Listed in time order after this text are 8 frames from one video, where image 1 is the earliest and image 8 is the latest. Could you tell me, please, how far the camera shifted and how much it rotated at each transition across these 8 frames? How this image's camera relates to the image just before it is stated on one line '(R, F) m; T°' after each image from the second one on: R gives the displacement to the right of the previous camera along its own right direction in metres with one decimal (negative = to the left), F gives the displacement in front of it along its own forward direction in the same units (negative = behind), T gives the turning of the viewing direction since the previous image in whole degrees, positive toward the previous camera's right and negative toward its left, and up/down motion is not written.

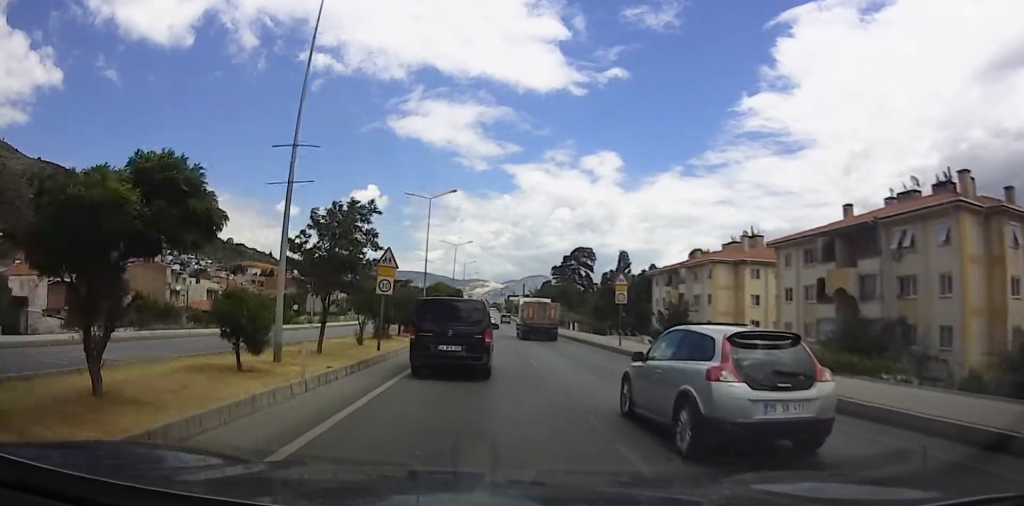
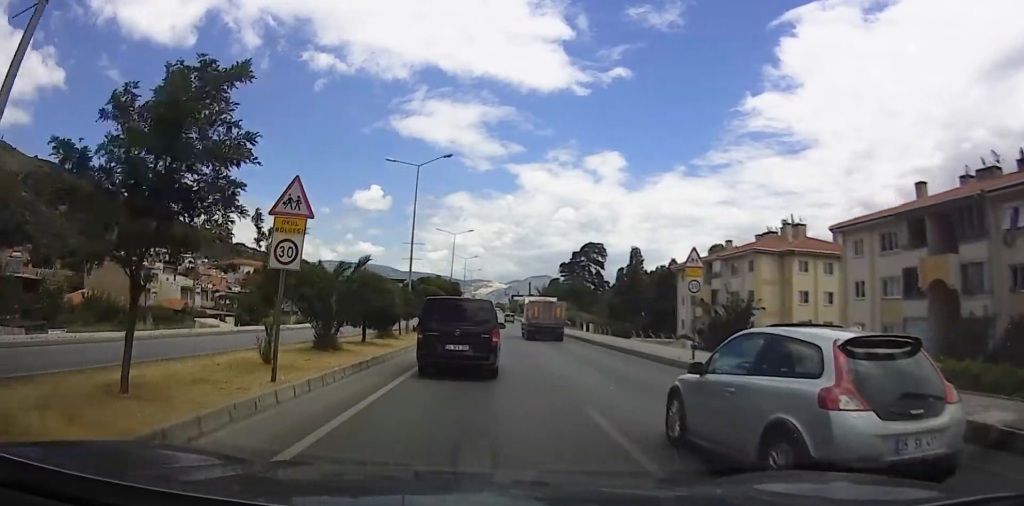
(+0.3, +10.2) m; +1°
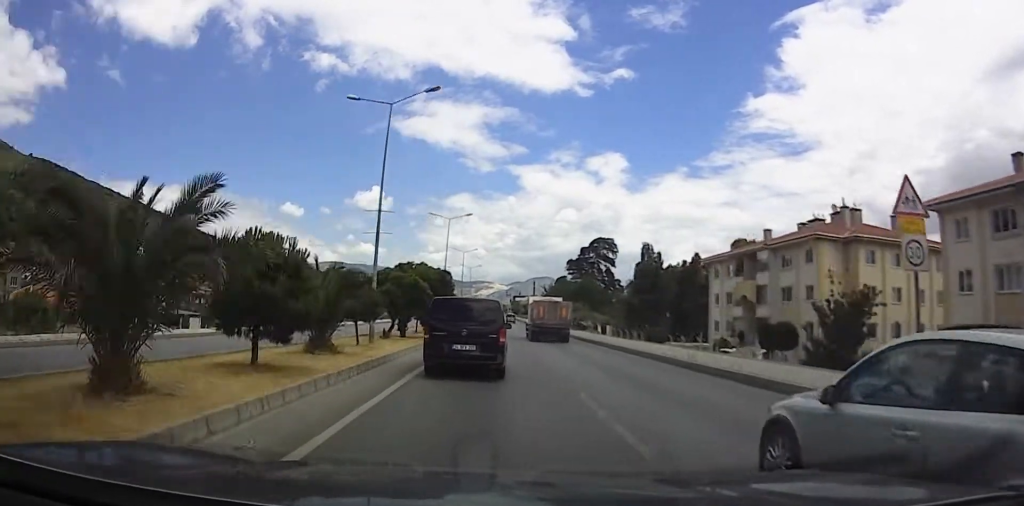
(-0.1, +11.6) m; -1°
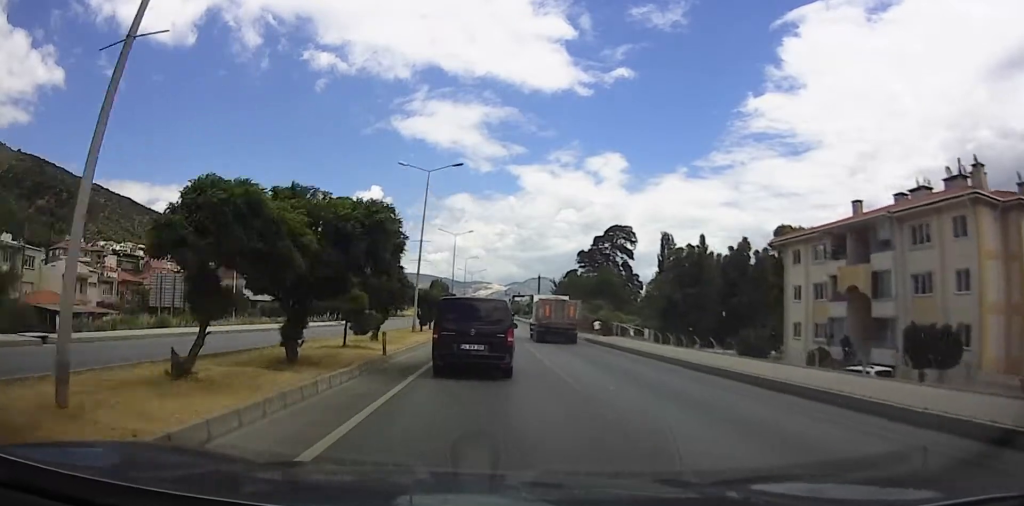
(-0.4, +20.4) m; -2°
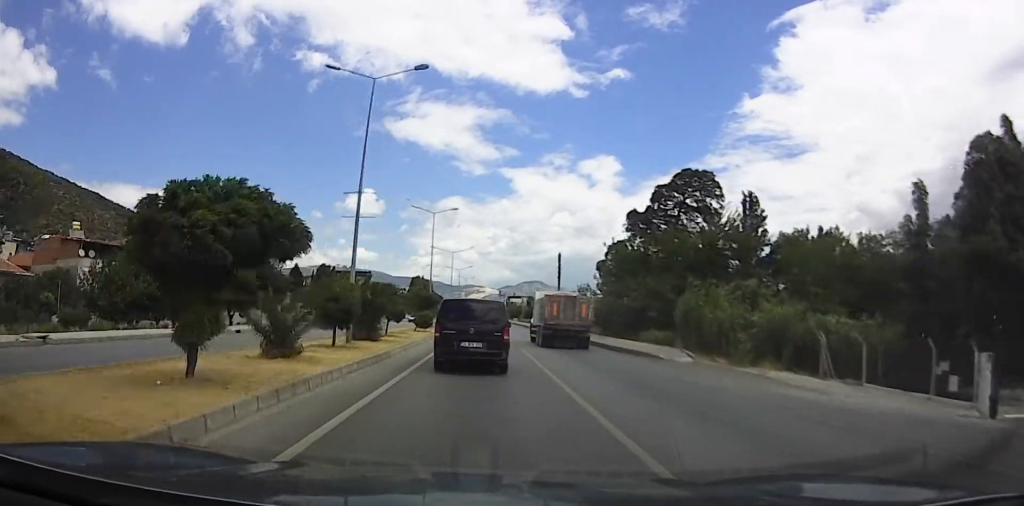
(-1.0, +51.2) m; -1°
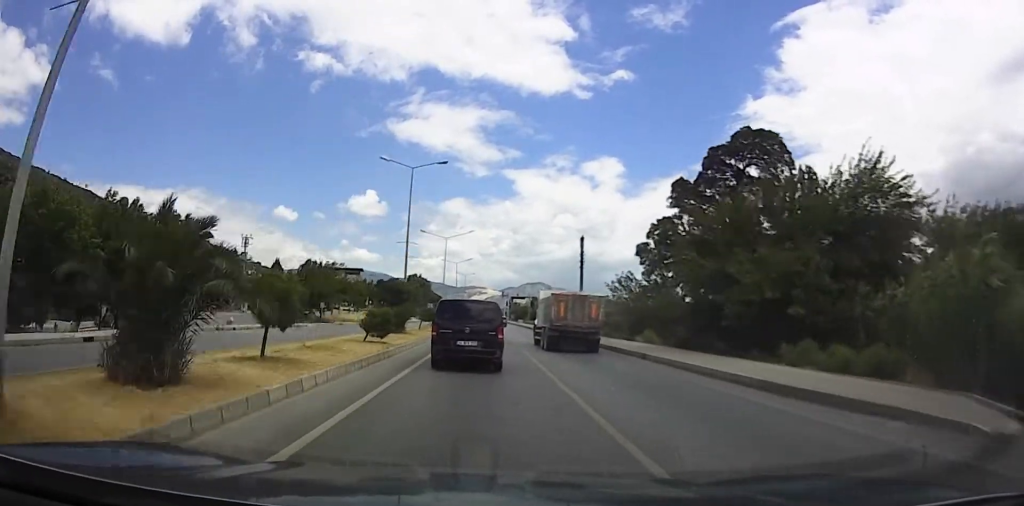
(+0.3, +17.1) m; +1°
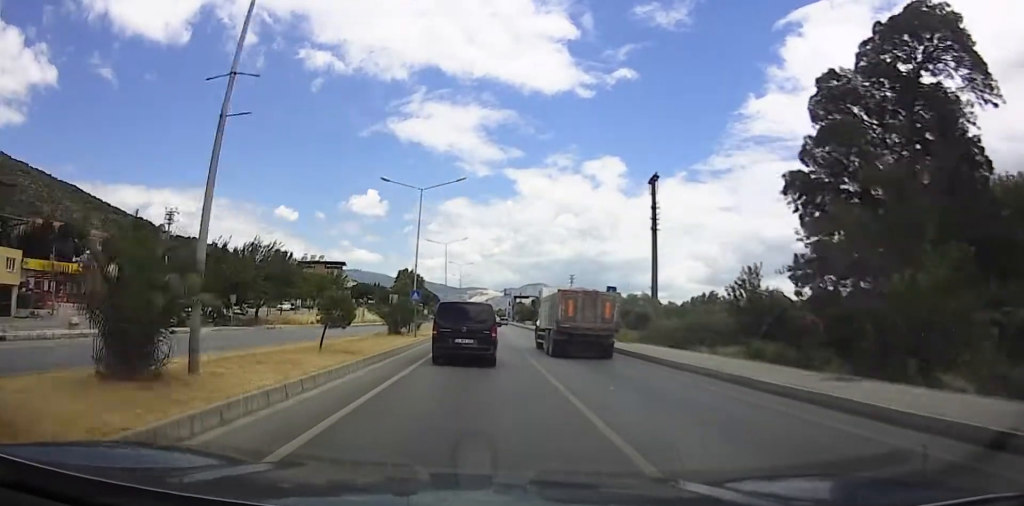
(+0.3, +26.3) m; +2°
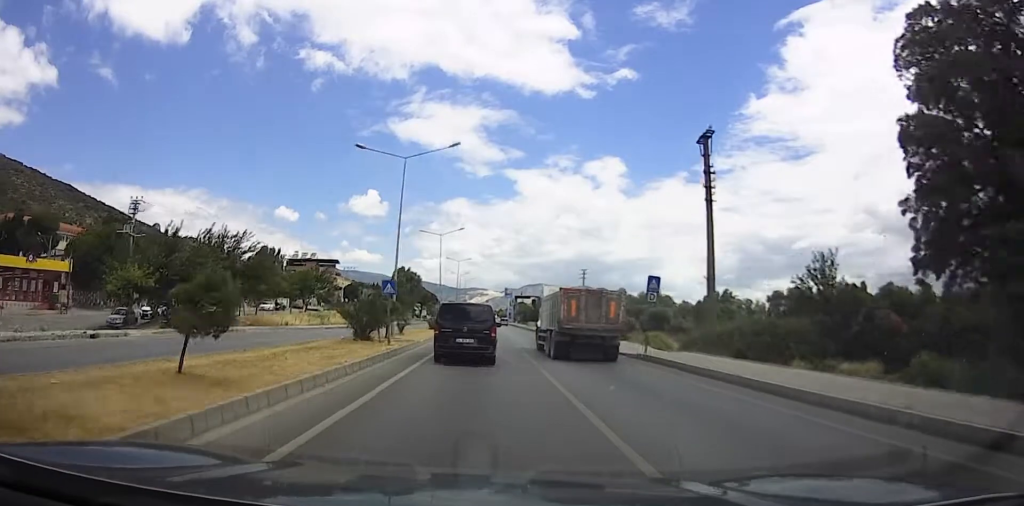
(+0.1, +8.6) m; 0°
